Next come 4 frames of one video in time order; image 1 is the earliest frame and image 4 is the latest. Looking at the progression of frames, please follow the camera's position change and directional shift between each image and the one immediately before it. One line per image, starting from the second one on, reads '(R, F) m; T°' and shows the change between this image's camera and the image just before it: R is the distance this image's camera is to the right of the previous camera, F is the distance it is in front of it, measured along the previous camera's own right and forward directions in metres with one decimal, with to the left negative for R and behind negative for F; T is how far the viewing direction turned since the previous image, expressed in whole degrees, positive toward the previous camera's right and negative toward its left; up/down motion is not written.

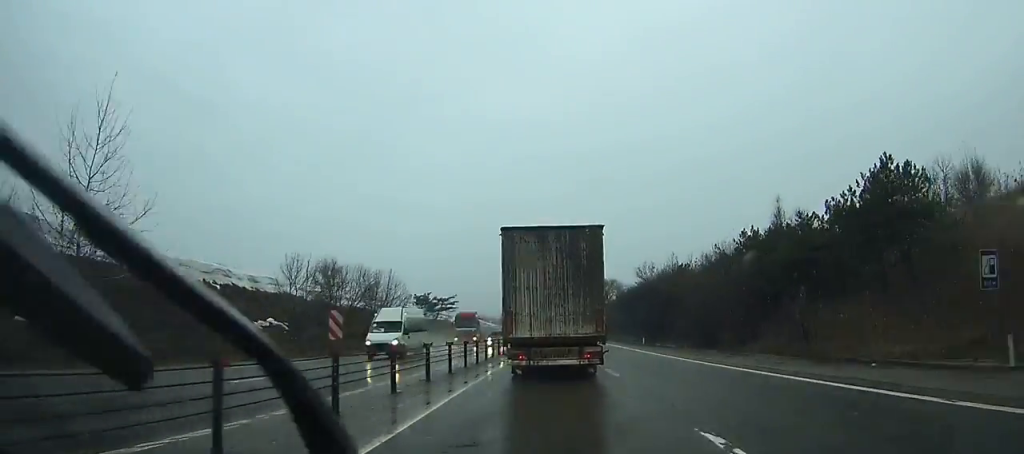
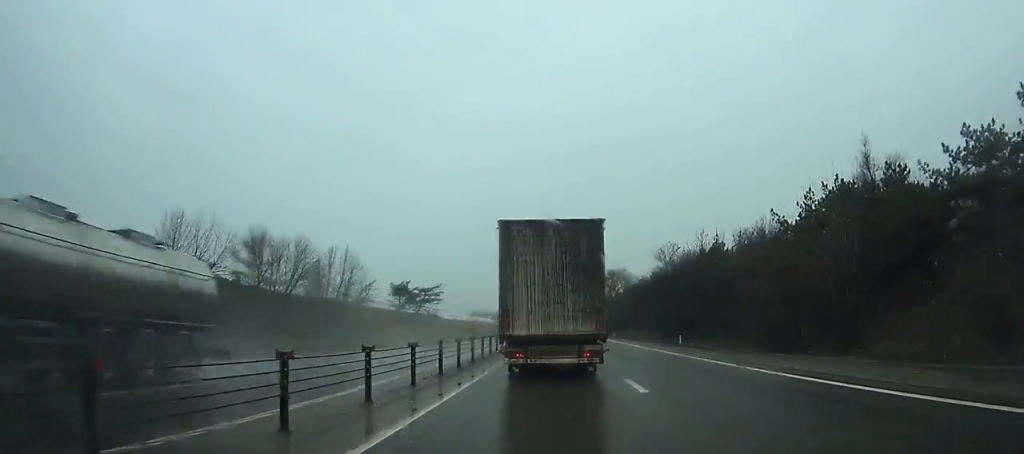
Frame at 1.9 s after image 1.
(0.0, +16.5) m; 0°
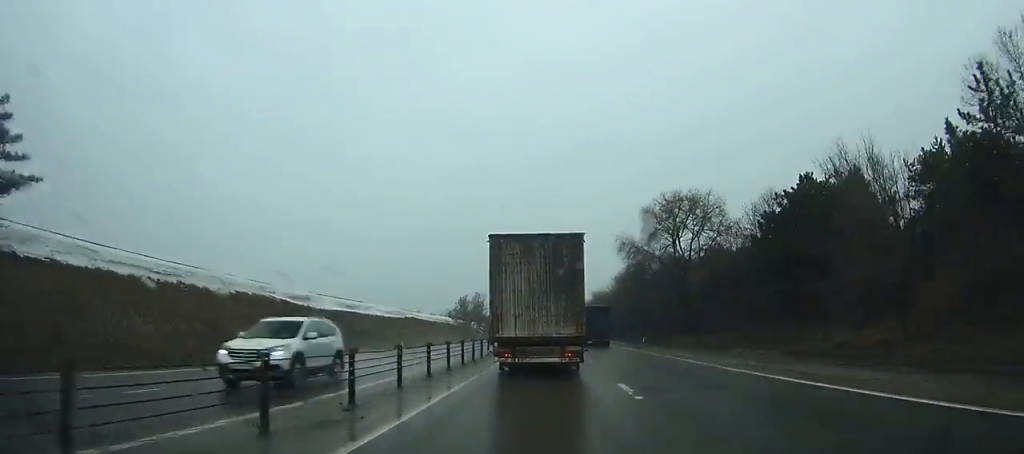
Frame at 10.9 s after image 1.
(+0.7, +86.2) m; +1°
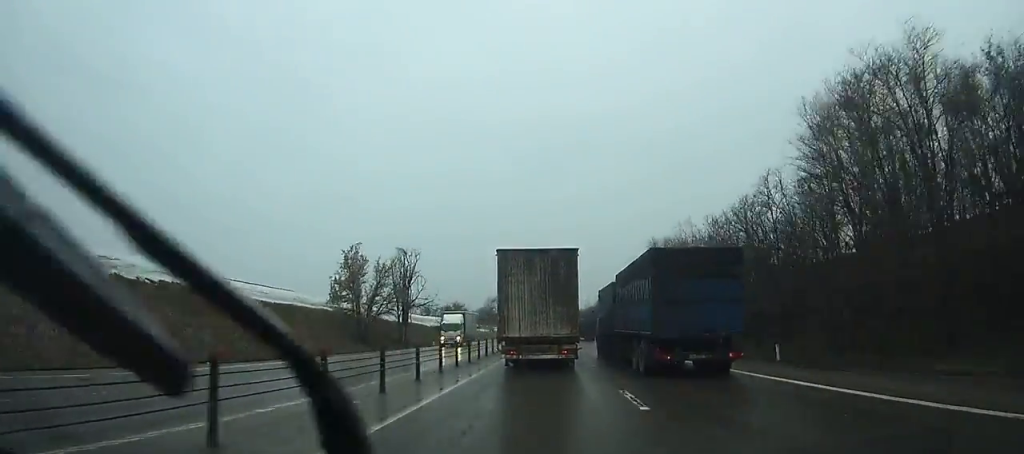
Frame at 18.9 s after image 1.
(-0.3, +86.8) m; 0°
